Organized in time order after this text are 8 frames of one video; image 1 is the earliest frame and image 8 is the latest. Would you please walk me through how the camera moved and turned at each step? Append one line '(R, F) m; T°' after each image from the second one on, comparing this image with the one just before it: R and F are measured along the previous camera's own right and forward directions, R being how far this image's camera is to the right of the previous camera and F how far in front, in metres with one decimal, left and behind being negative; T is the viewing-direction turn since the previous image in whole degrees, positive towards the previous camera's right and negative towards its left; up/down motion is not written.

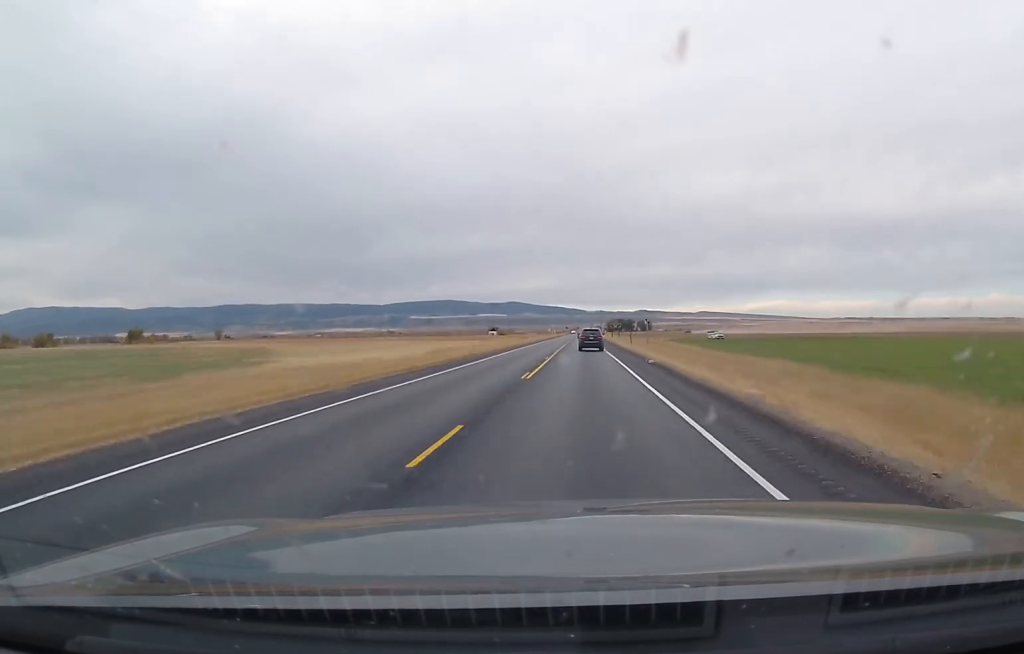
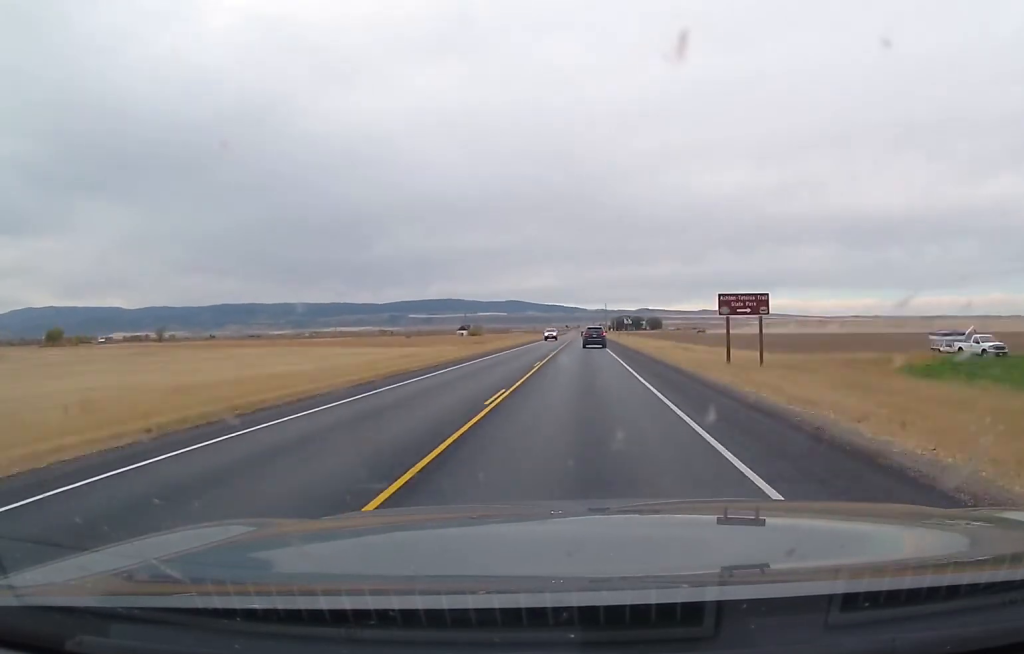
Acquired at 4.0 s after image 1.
(+0.2, +103.7) m; 0°
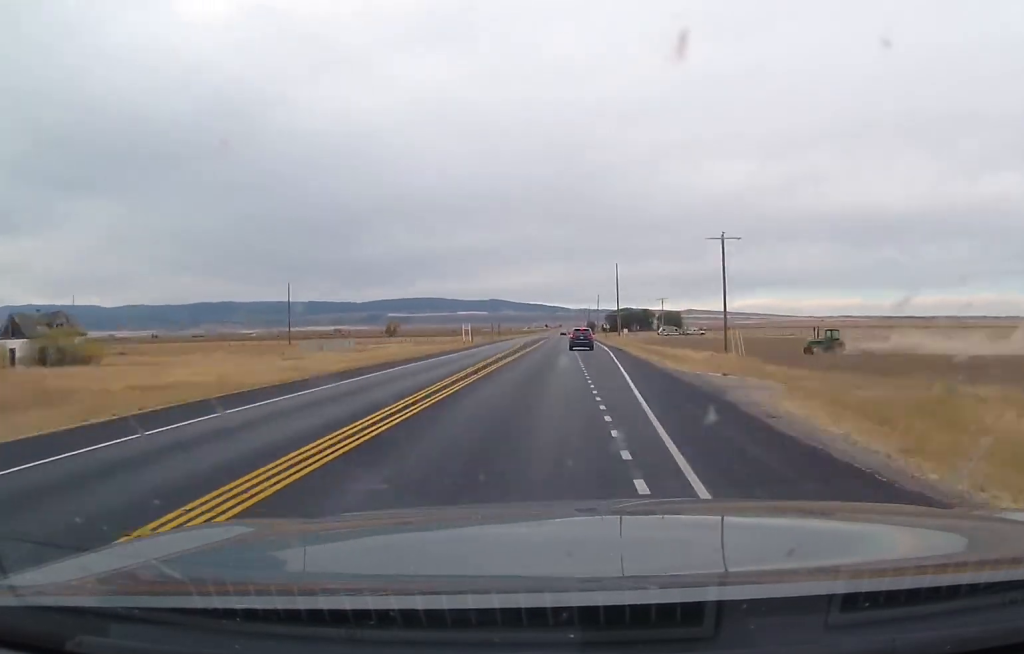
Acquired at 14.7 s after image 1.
(+2.3, +250.8) m; +2°
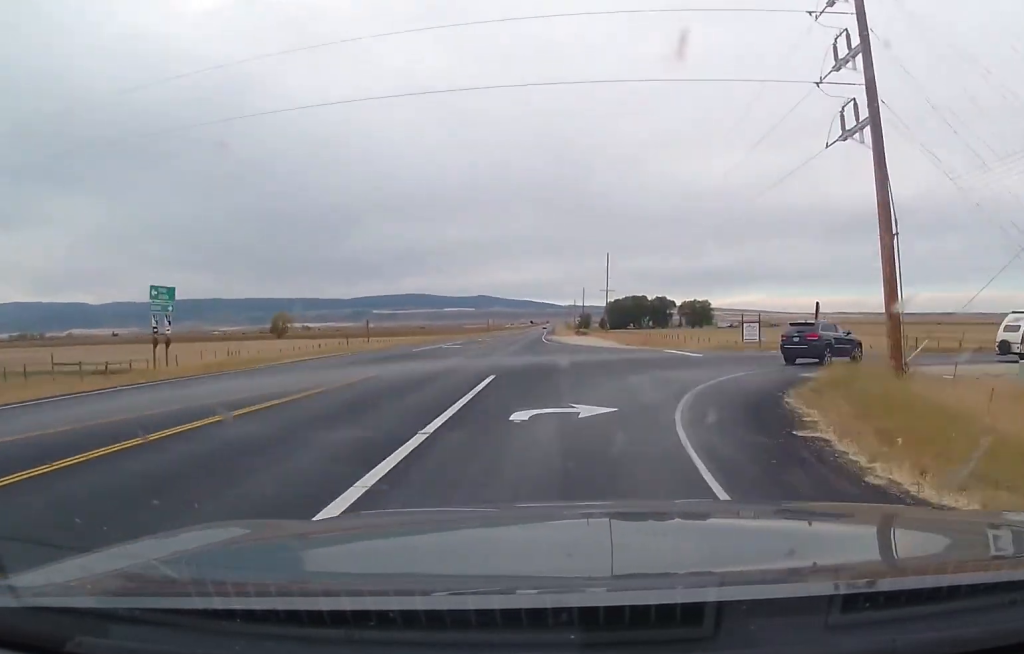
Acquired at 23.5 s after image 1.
(+7.8, +104.5) m; +47°
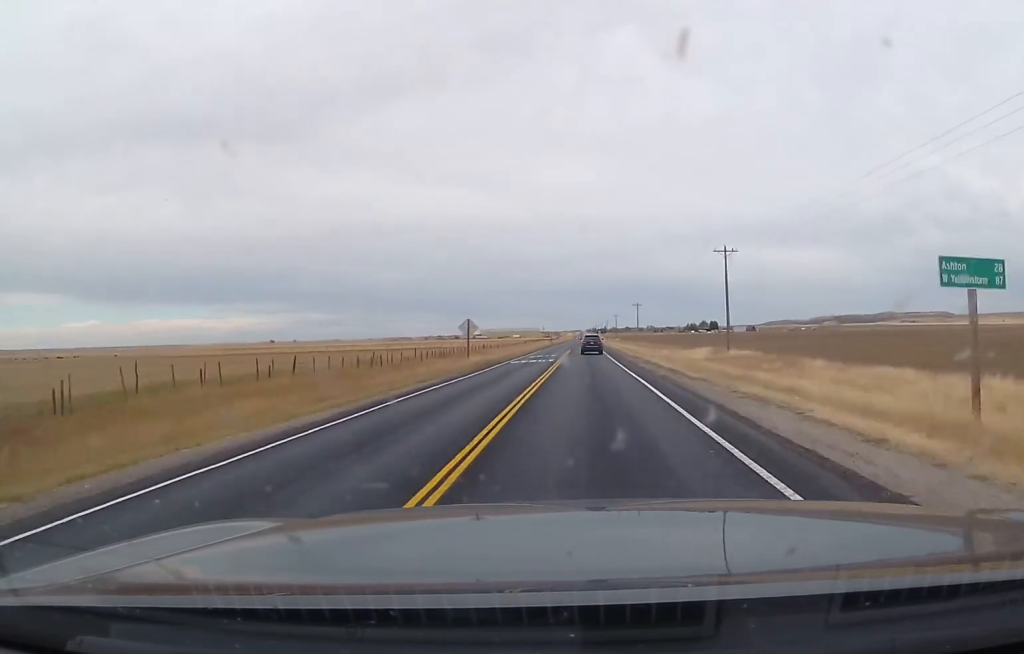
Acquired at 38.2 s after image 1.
(+163.3, +185.8) m; +42°
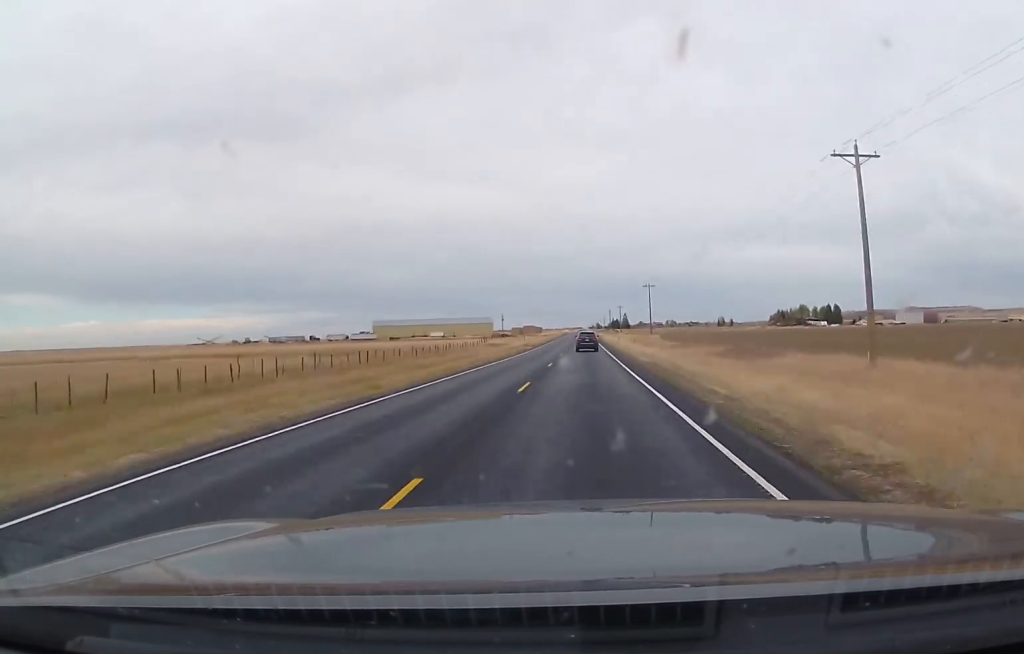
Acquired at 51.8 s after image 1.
(-2.5, +380.5) m; -1°
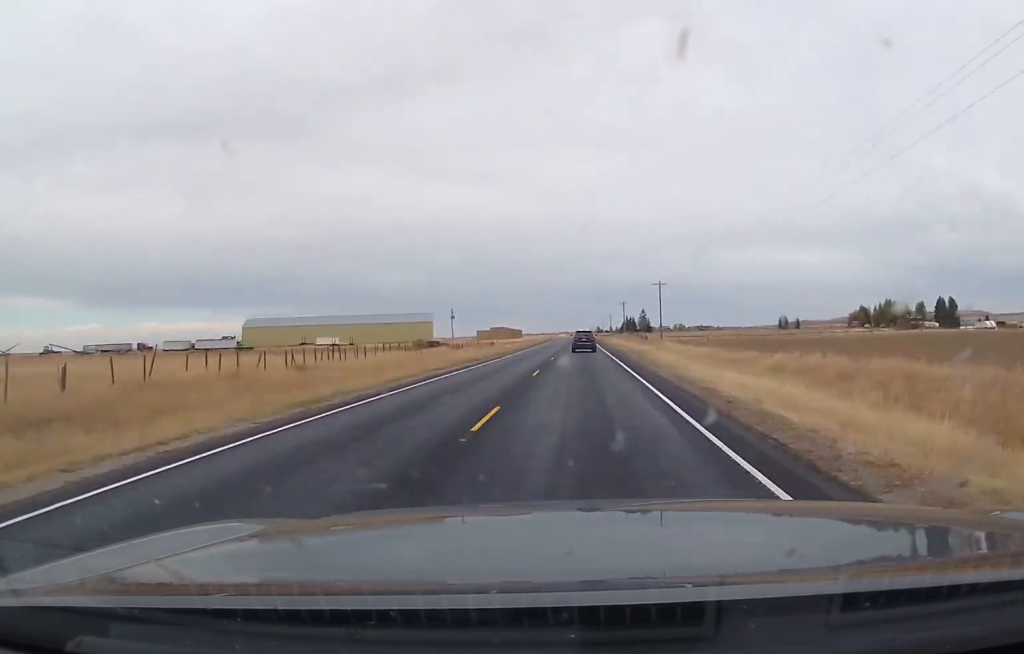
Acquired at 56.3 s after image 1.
(-0.1, +131.8) m; 0°
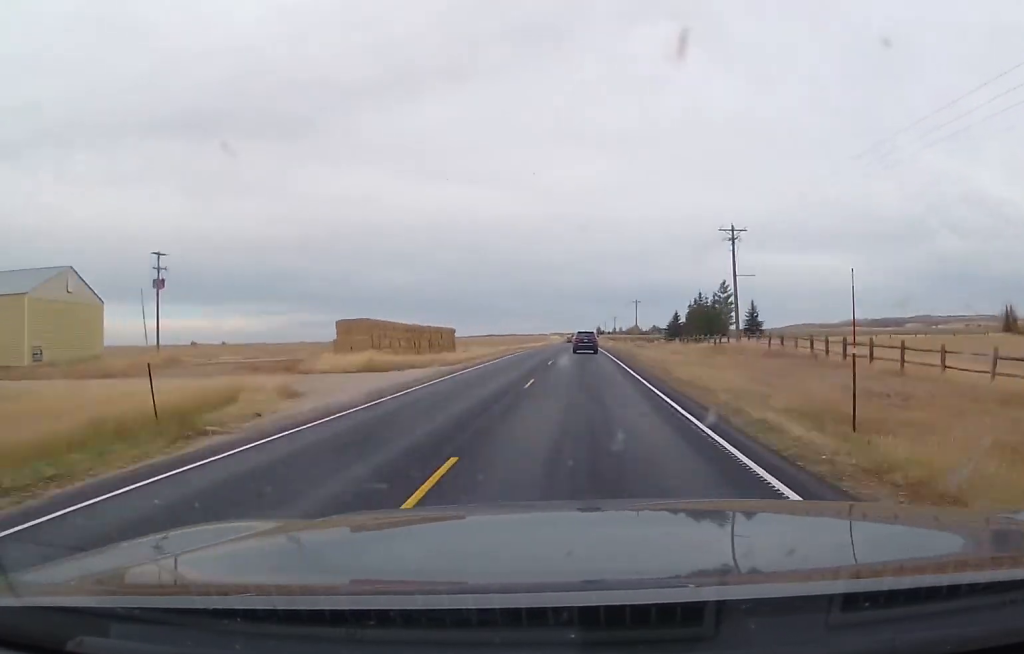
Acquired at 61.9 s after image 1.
(0.0, +158.2) m; 0°
